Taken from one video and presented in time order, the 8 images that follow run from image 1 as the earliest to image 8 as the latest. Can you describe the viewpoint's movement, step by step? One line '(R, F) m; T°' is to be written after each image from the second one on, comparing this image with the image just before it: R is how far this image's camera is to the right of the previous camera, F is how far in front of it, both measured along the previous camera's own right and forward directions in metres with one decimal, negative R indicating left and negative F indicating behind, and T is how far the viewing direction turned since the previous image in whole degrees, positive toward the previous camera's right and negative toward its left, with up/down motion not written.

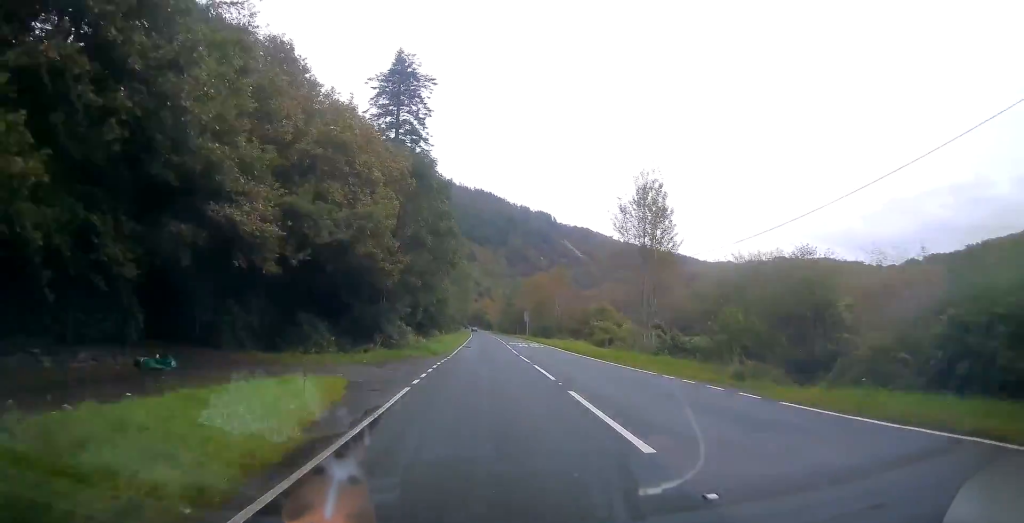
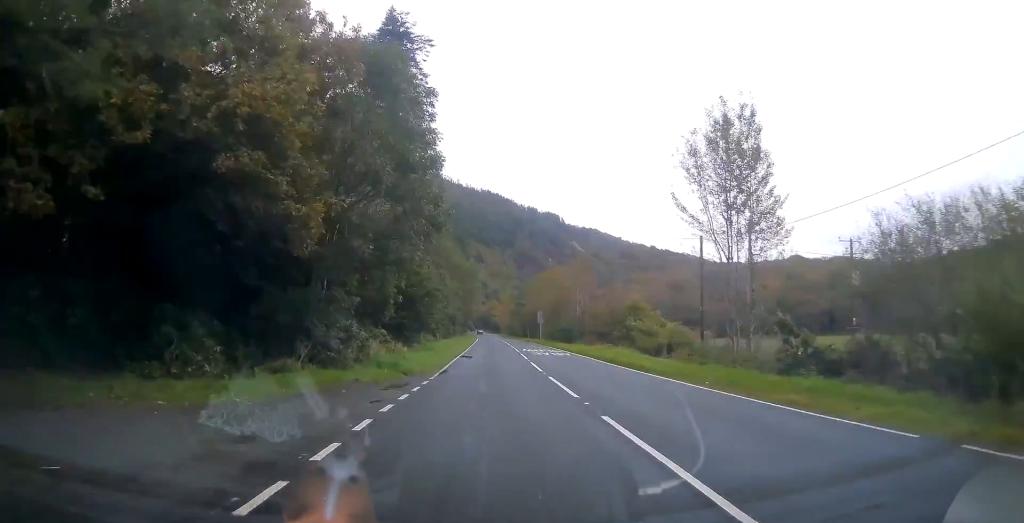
(-0.2, +12.7) m; 0°
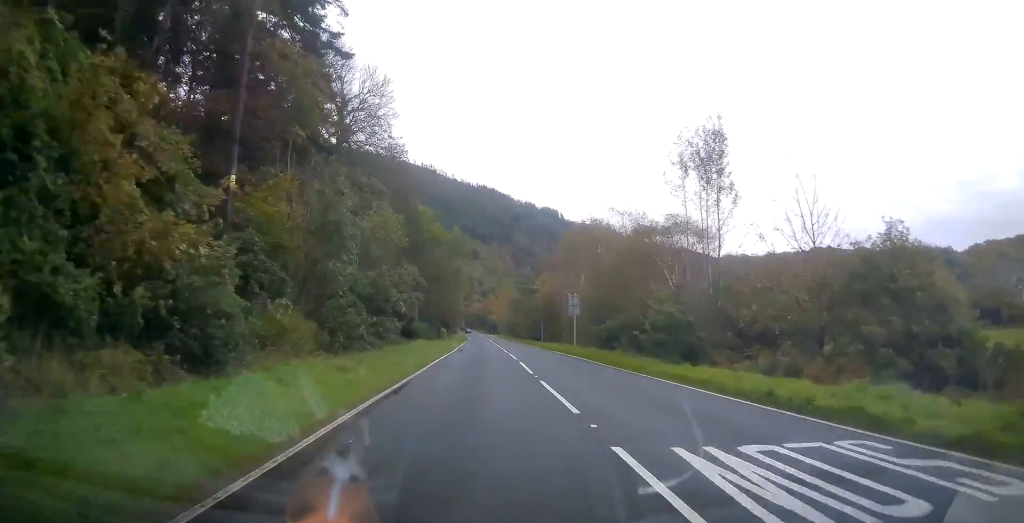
(0.0, +39.2) m; 0°
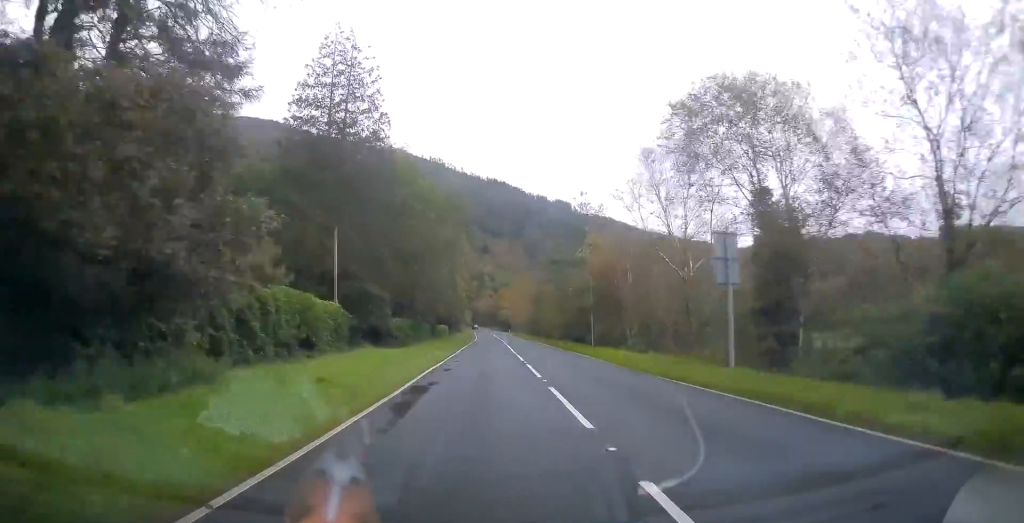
(+0.3, +28.6) m; +1°
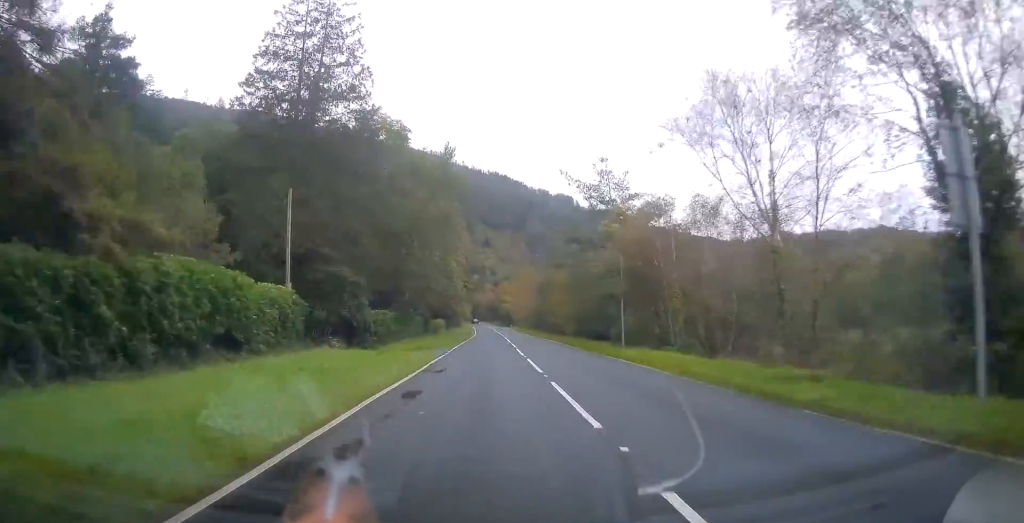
(0.0, +9.5) m; 0°
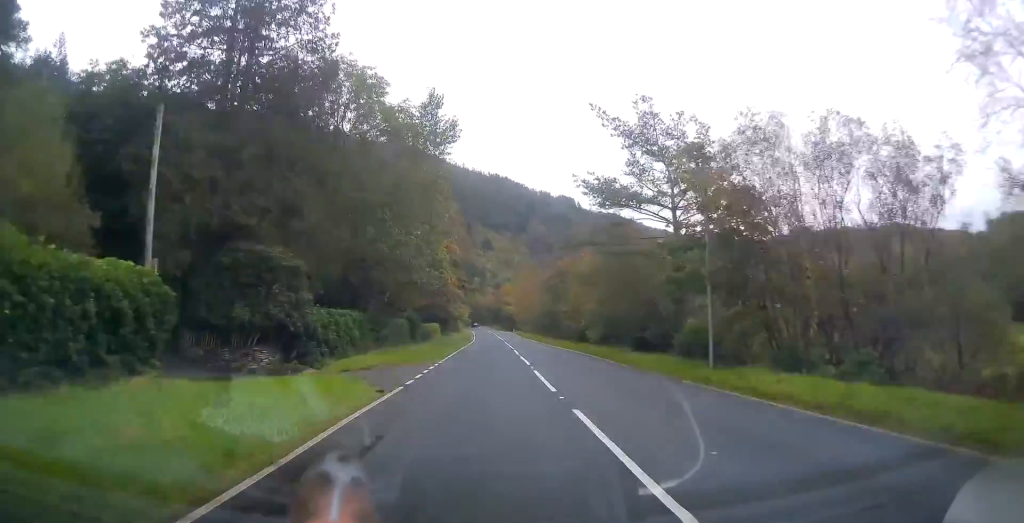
(-0.1, +12.9) m; 0°
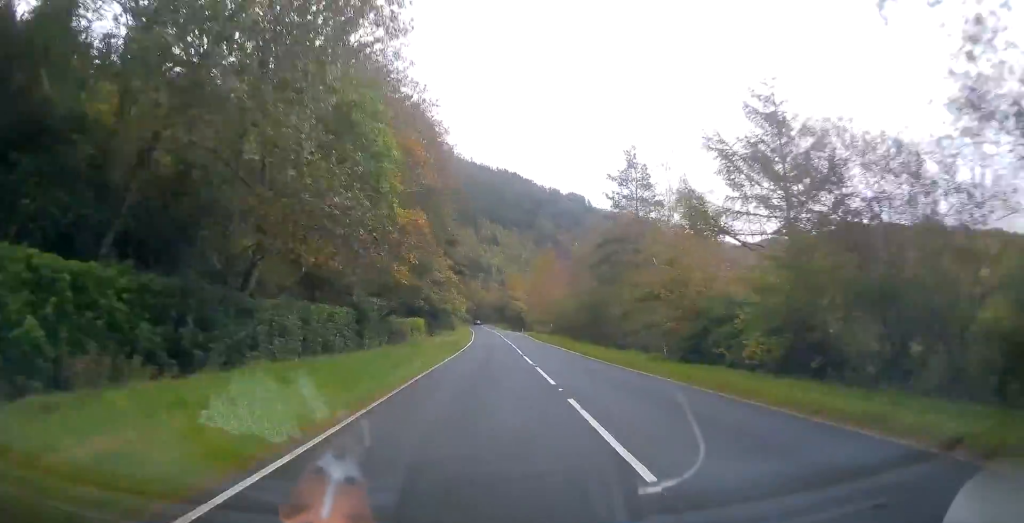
(-0.2, +25.7) m; -1°
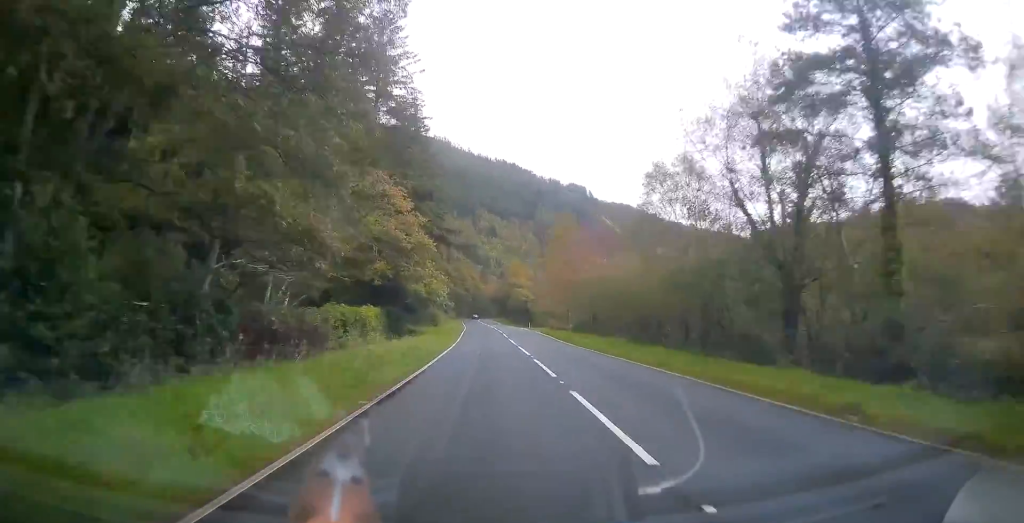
(-0.1, +26.9) m; 0°
